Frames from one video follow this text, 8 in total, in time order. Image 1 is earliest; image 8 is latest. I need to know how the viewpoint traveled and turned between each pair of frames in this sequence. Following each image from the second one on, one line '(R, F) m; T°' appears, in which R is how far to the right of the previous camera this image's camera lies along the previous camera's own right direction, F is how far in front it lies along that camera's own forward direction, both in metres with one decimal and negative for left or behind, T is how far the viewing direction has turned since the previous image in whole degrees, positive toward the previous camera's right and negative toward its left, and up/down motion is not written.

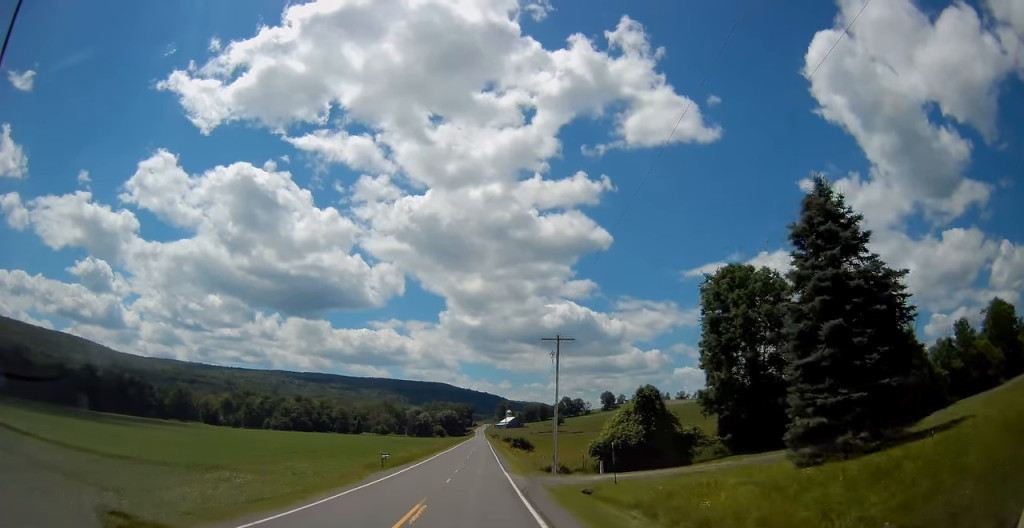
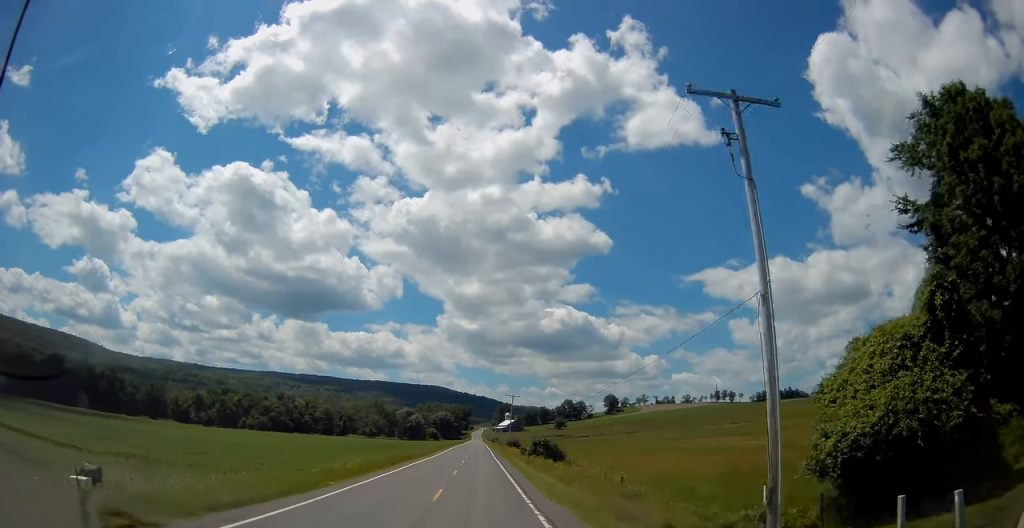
(-0.2, +31.3) m; 0°
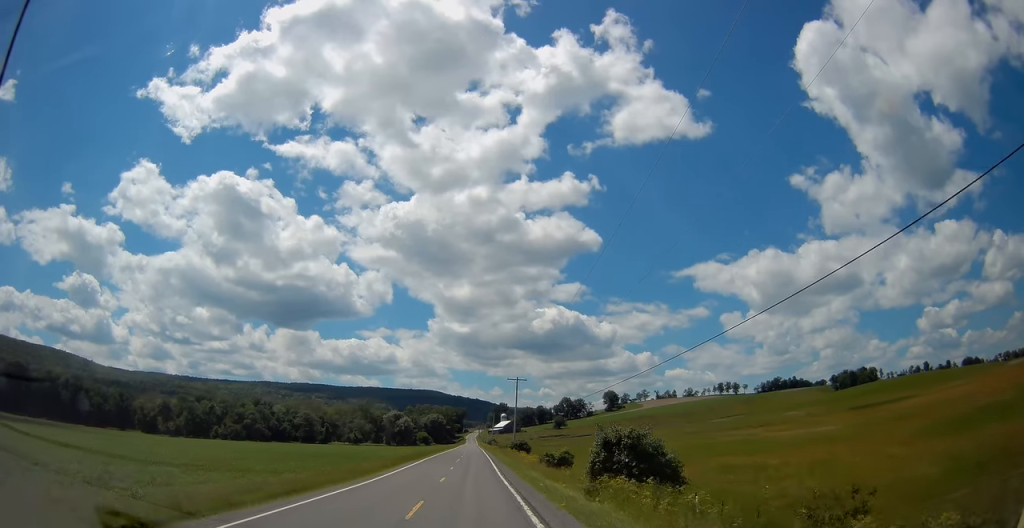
(+0.3, +28.2) m; 0°
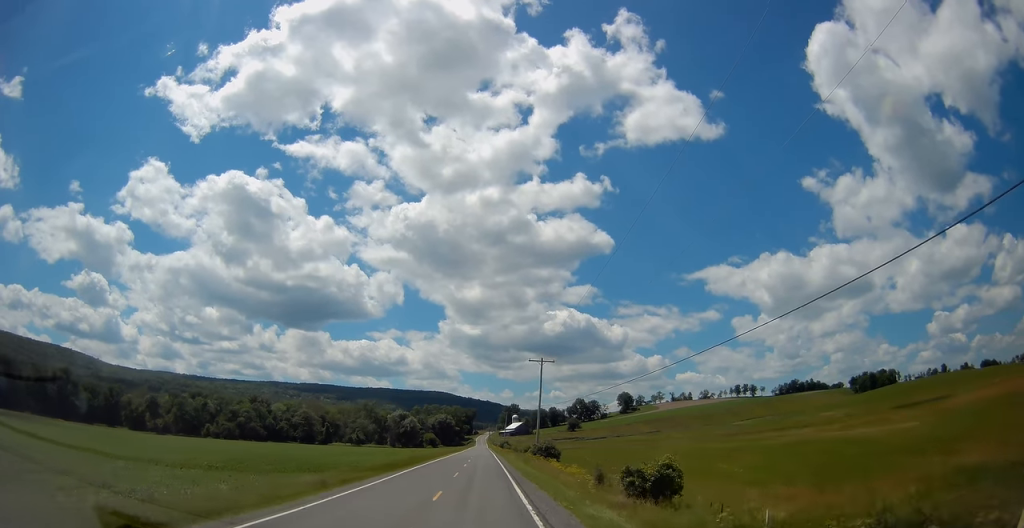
(0.0, +18.9) m; -1°
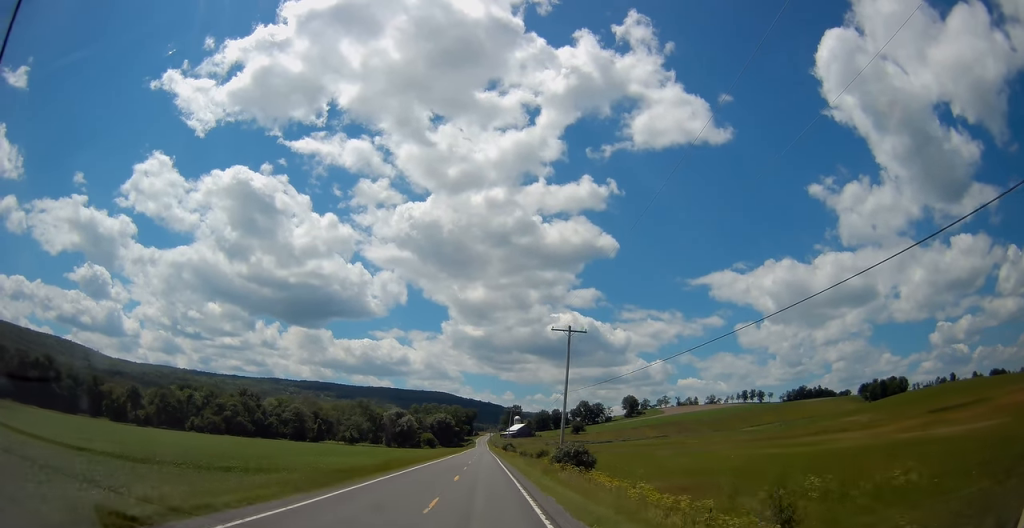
(0.0, +15.7) m; 0°
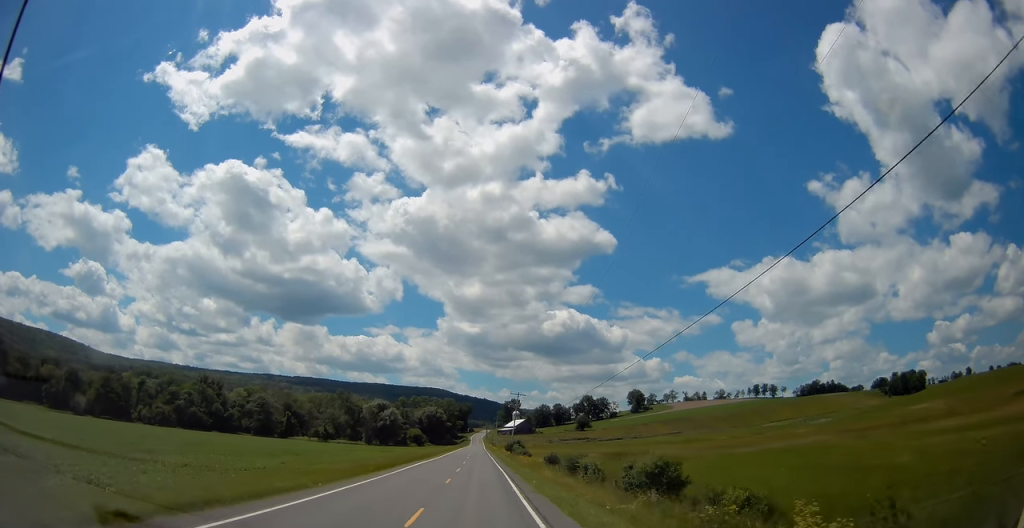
(+0.1, +39.2) m; 0°
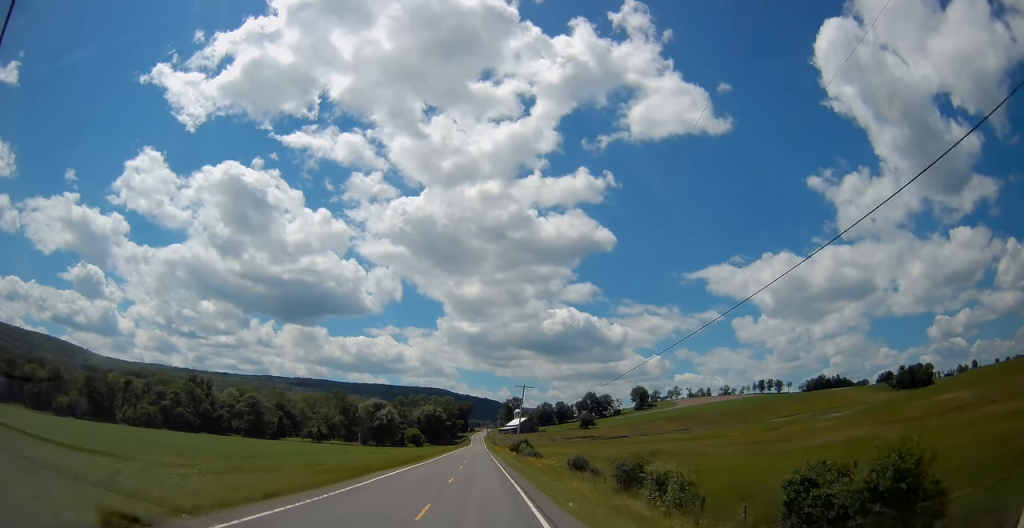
(0.0, +11.0) m; 0°
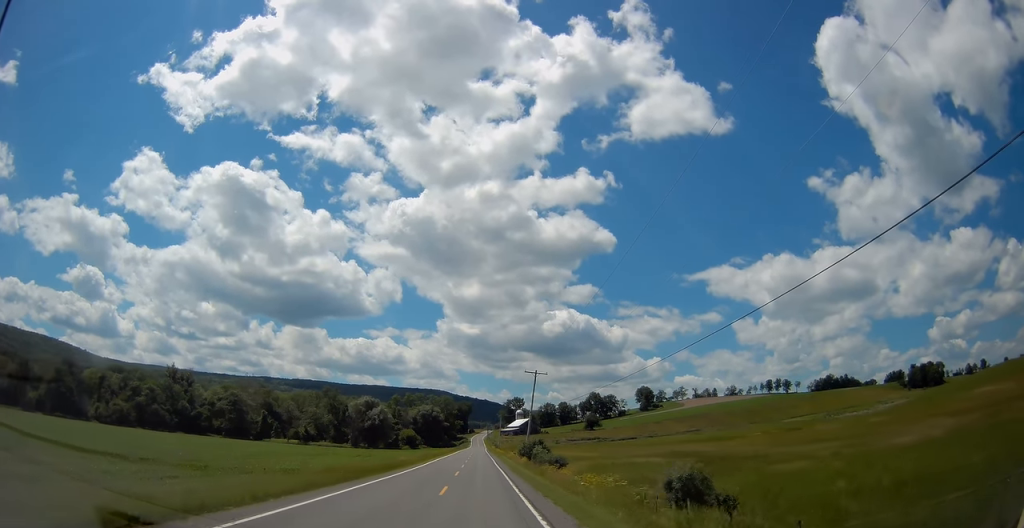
(-0.3, +17.2) m; 0°
